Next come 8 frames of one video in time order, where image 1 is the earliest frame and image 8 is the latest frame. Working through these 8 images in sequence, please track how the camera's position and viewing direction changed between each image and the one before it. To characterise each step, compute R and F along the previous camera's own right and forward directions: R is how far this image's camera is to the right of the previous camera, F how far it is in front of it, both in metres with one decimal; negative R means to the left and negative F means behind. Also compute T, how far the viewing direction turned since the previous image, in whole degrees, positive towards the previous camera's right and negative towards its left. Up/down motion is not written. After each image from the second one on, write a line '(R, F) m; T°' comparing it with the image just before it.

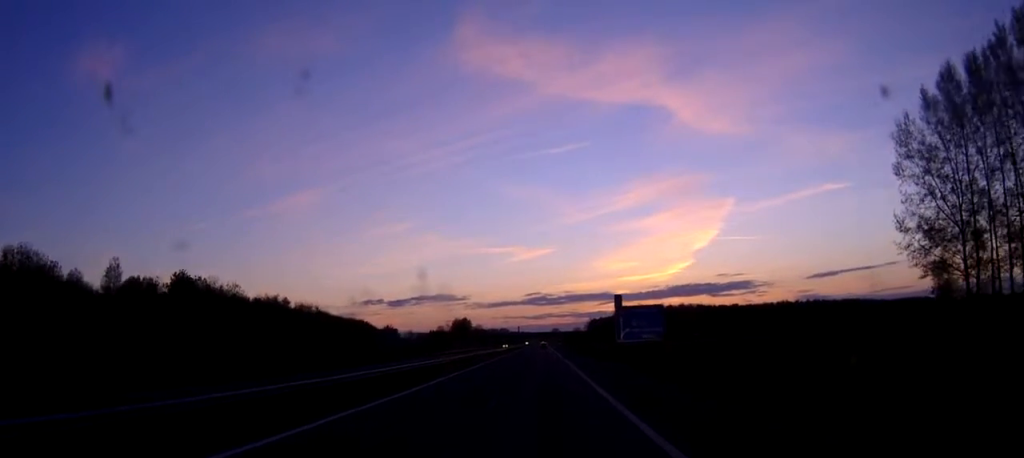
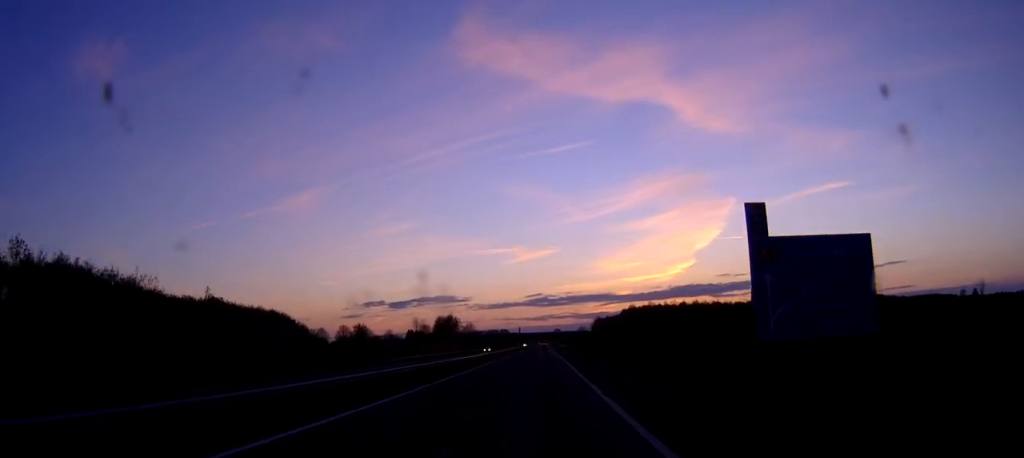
(+0.6, +49.9) m; +1°
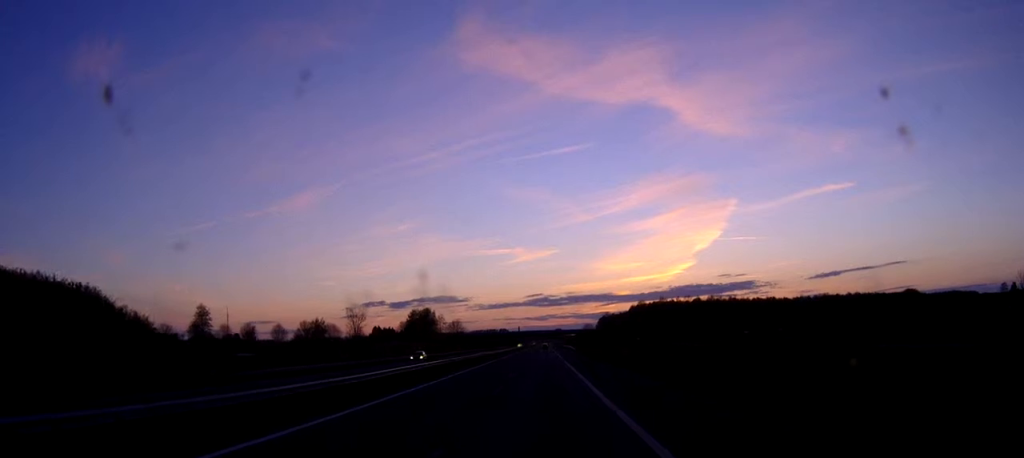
(-0.2, +49.2) m; -1°
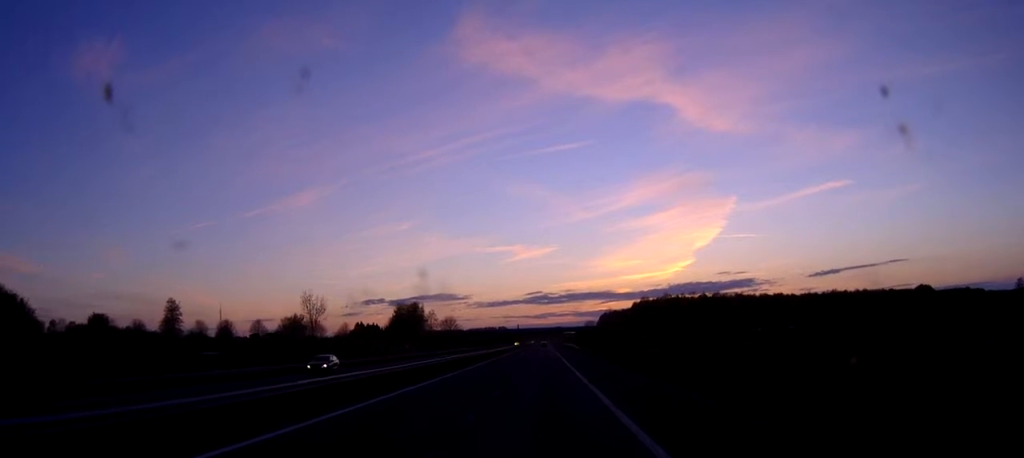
(0.0, +18.2) m; 0°
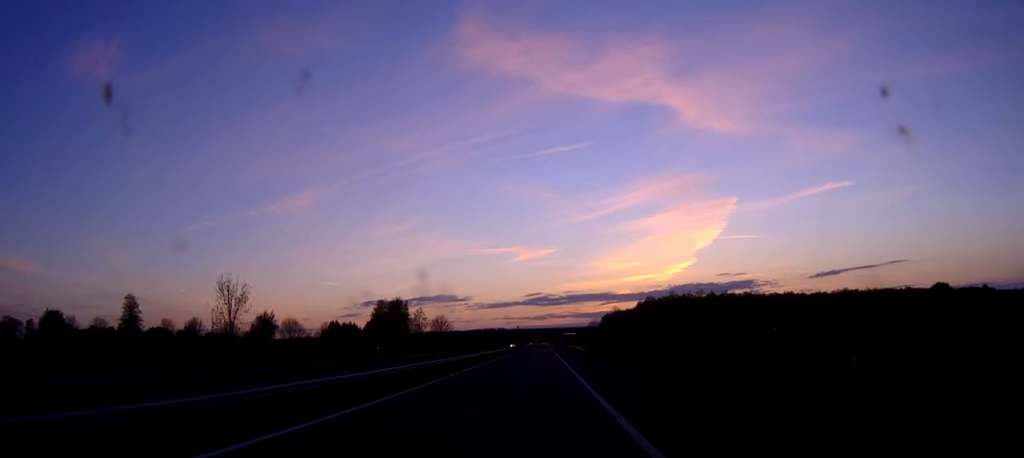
(0.0, +21.9) m; 0°
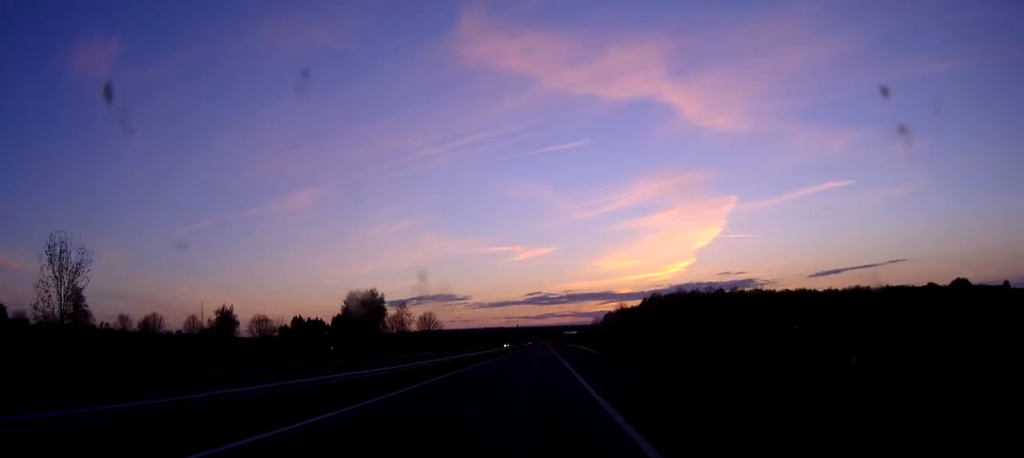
(0.0, +23.7) m; -1°
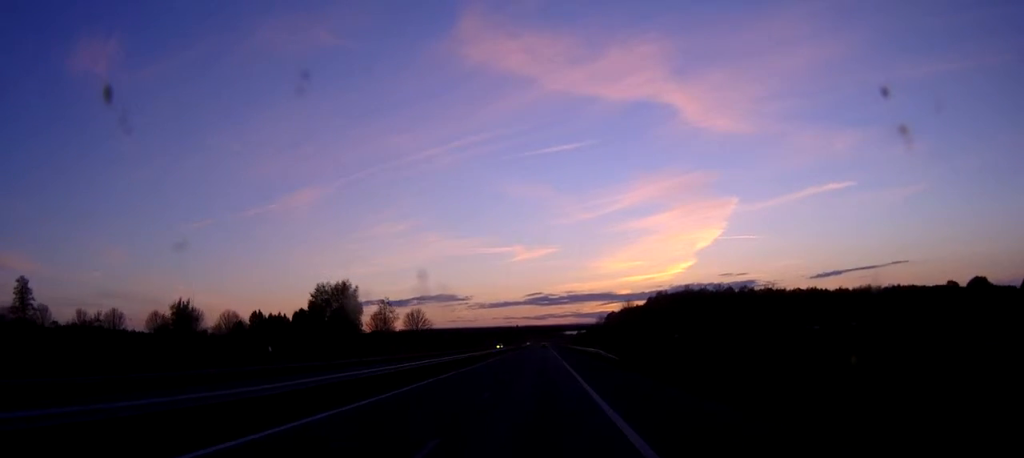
(-0.1, +19.9) m; -1°
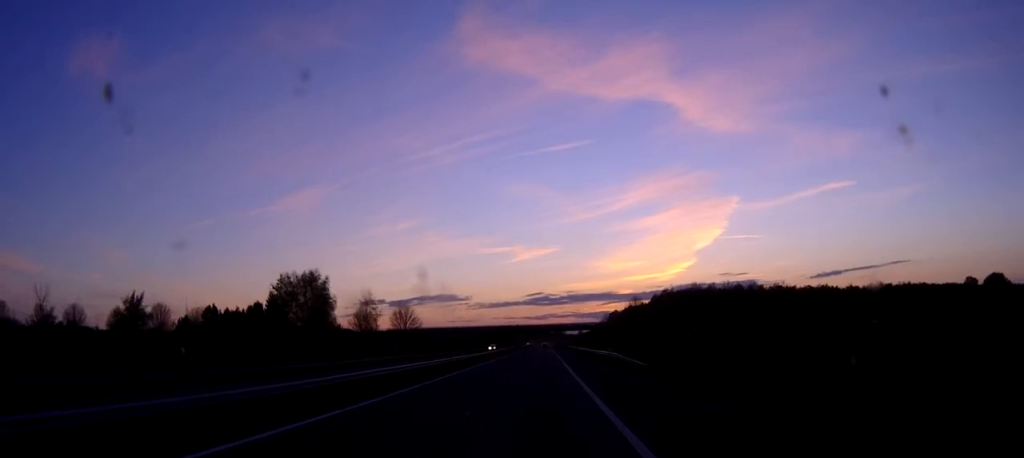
(-0.2, +17.1) m; 0°
